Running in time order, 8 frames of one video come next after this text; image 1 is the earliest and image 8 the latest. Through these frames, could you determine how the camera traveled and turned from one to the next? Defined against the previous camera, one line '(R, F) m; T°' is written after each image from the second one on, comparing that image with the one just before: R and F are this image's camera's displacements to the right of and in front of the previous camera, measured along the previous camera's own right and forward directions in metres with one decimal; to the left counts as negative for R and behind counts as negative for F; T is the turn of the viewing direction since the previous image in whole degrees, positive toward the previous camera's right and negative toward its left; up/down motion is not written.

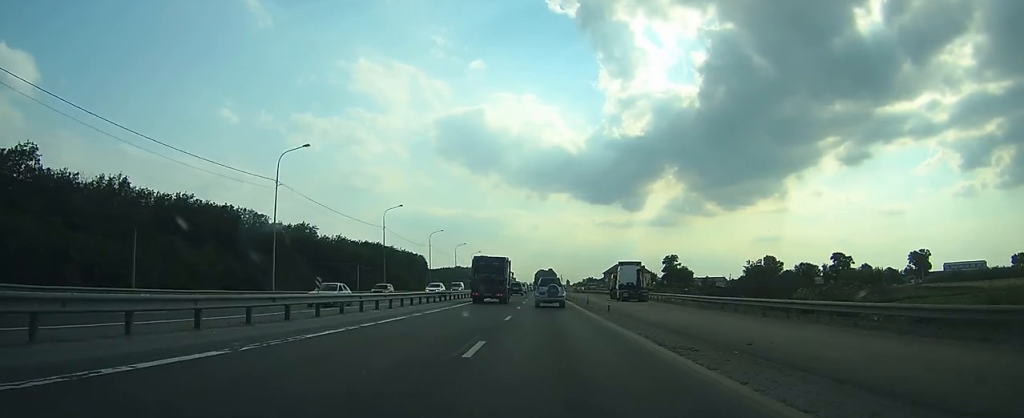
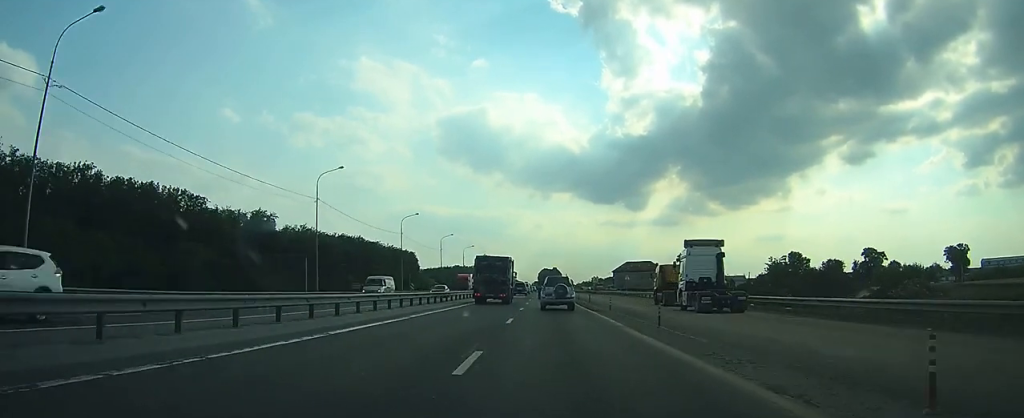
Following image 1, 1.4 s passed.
(-0.1, +25.7) m; 0°
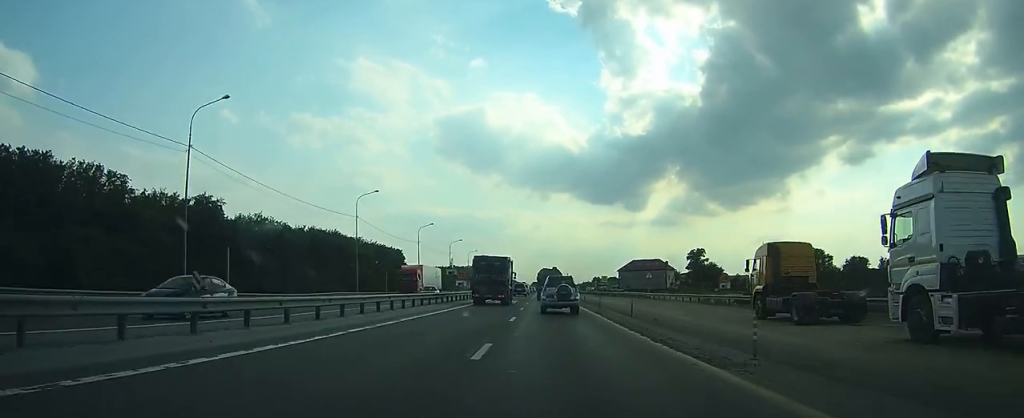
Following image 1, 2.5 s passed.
(0.0, +21.6) m; 0°
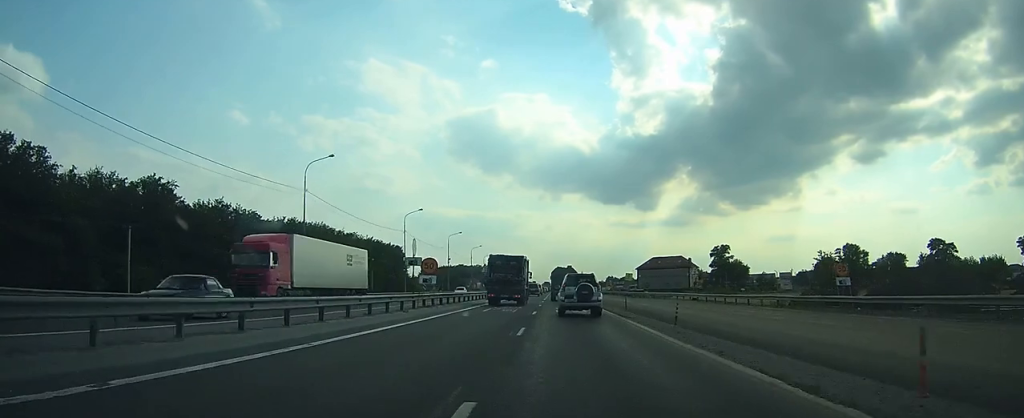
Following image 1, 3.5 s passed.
(0.0, +18.6) m; 0°
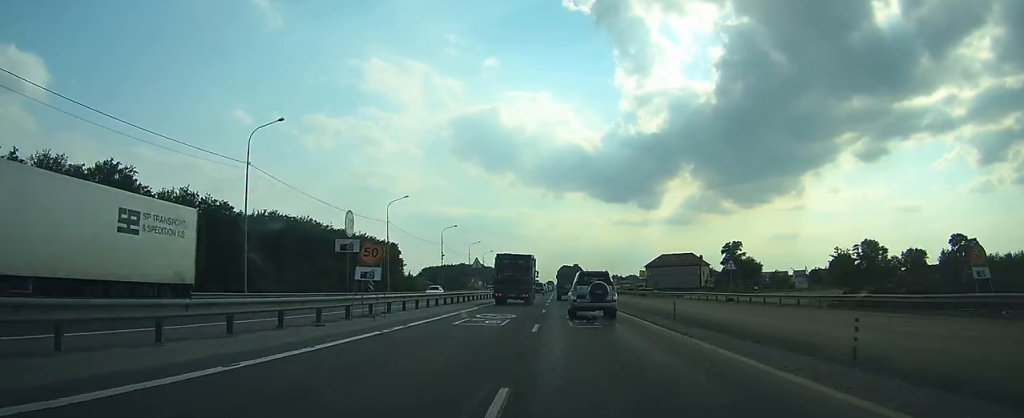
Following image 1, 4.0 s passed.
(0.0, +10.9) m; 0°
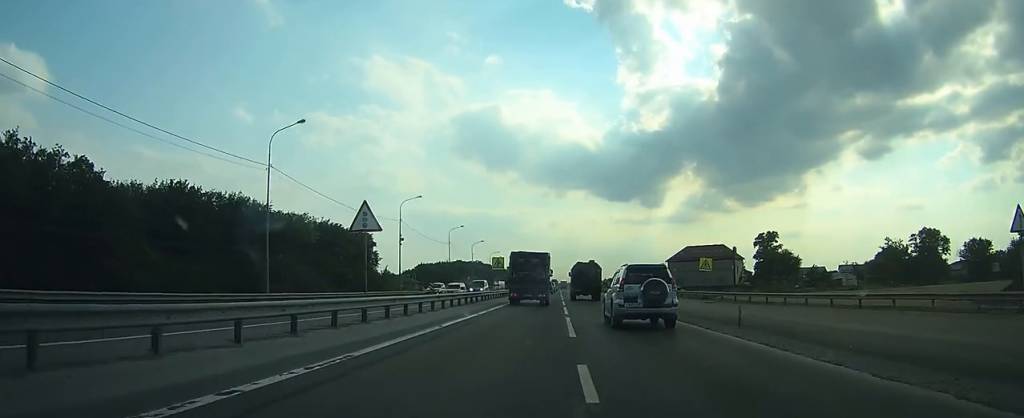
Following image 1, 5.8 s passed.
(-0.3, +33.7) m; -1°
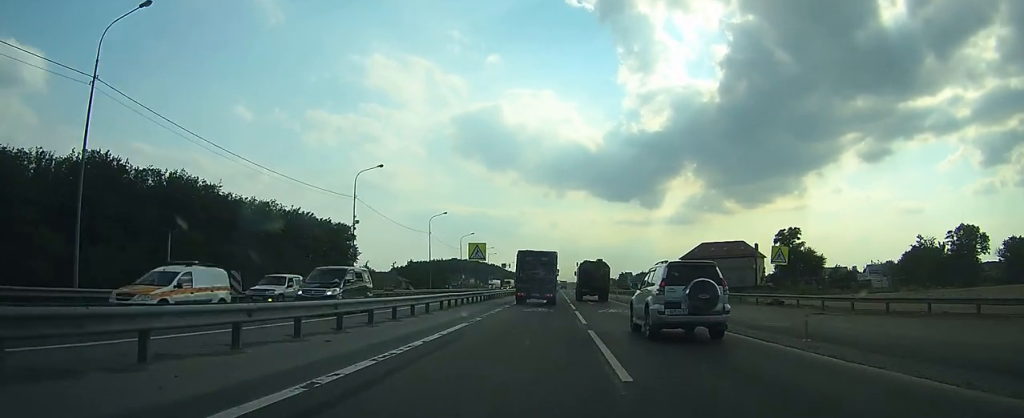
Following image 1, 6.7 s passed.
(-0.1, +18.7) m; 0°
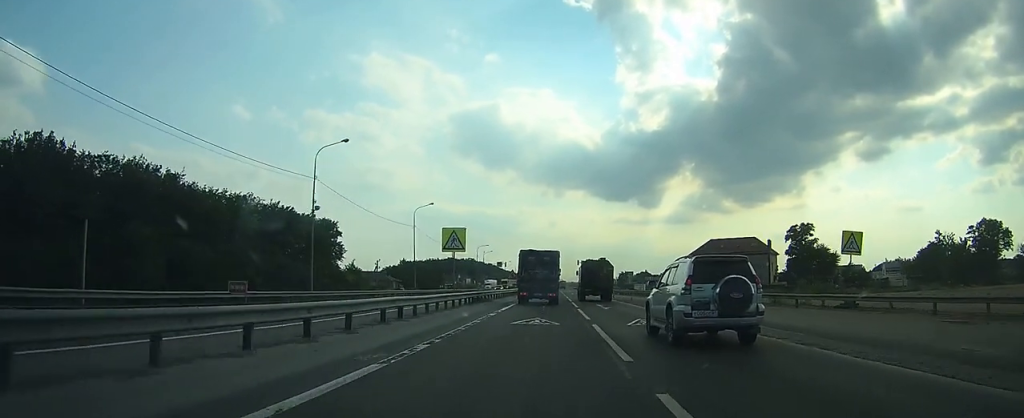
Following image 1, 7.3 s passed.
(0.0, +10.2) m; 0°
